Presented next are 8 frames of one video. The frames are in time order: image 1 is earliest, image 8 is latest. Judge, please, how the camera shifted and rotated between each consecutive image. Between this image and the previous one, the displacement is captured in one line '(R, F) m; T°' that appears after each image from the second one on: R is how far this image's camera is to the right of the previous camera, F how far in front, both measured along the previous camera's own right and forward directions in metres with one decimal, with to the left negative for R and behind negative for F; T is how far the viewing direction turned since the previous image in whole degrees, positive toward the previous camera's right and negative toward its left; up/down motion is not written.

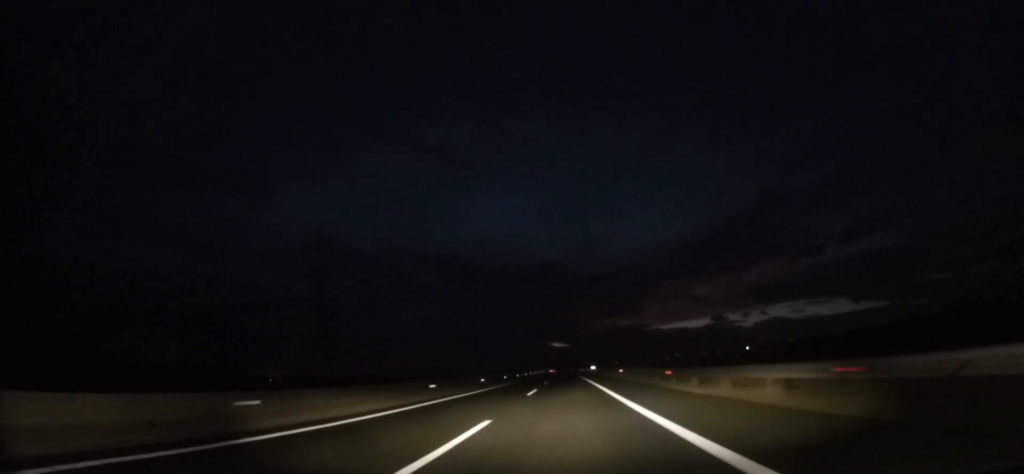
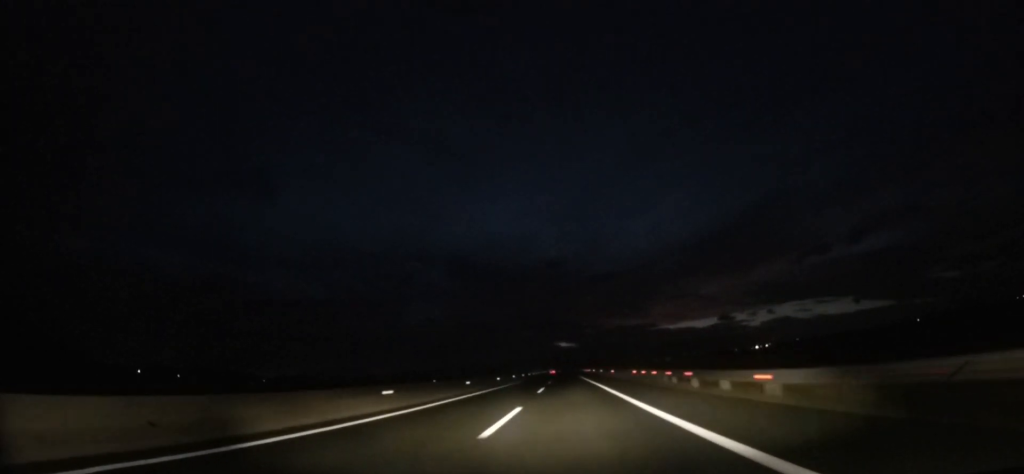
(-1.0, +104.9) m; 0°
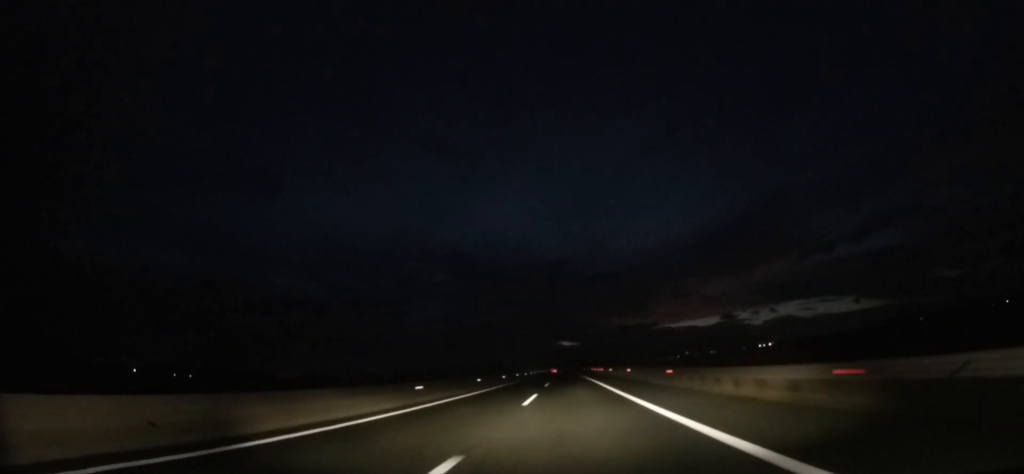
(+0.2, +30.0) m; 0°
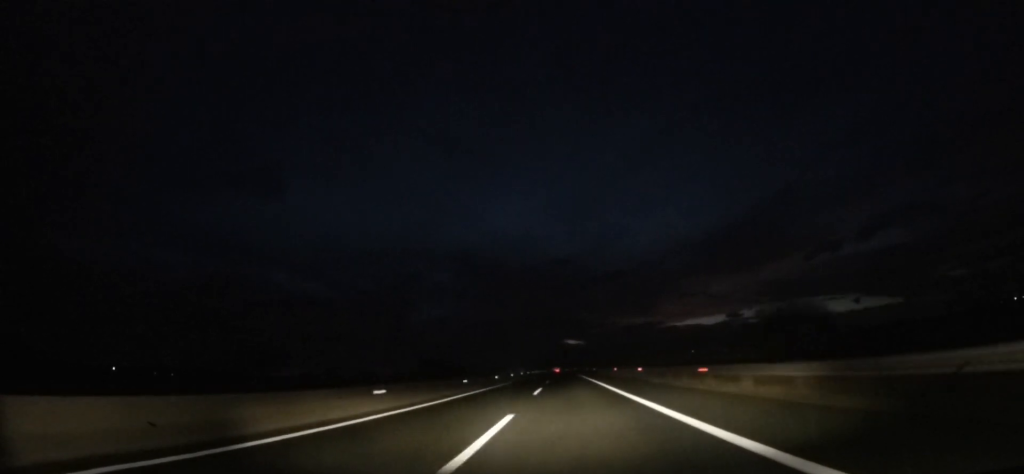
(-0.5, +106.3) m; -1°
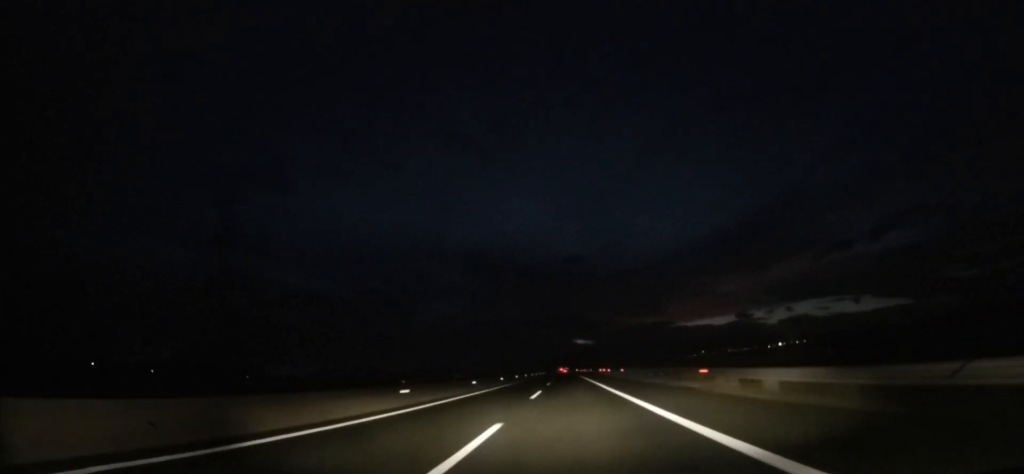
(-1.7, +113.4) m; -1°
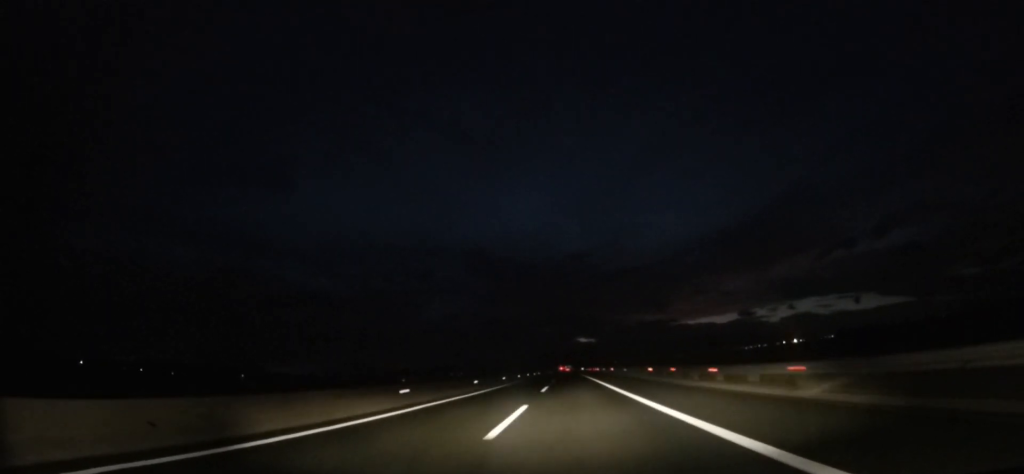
(0.0, +52.1) m; 0°
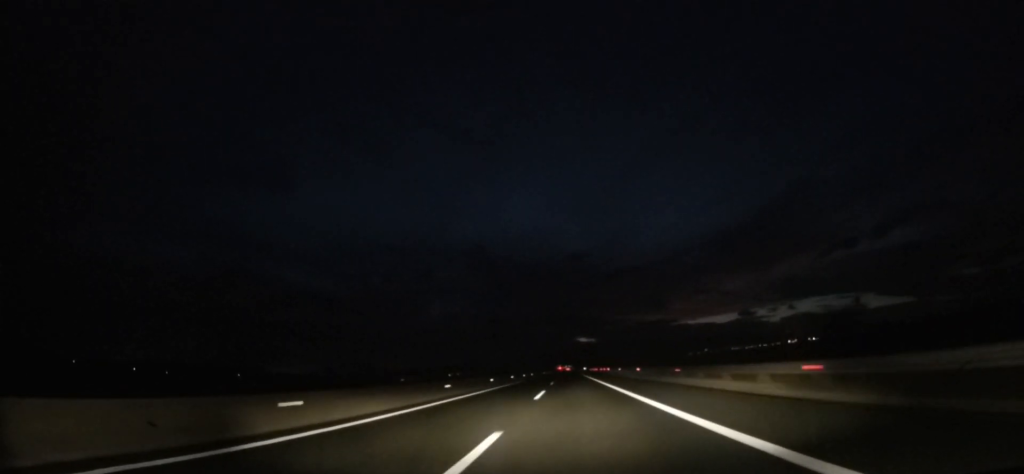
(0.0, +28.1) m; 0°
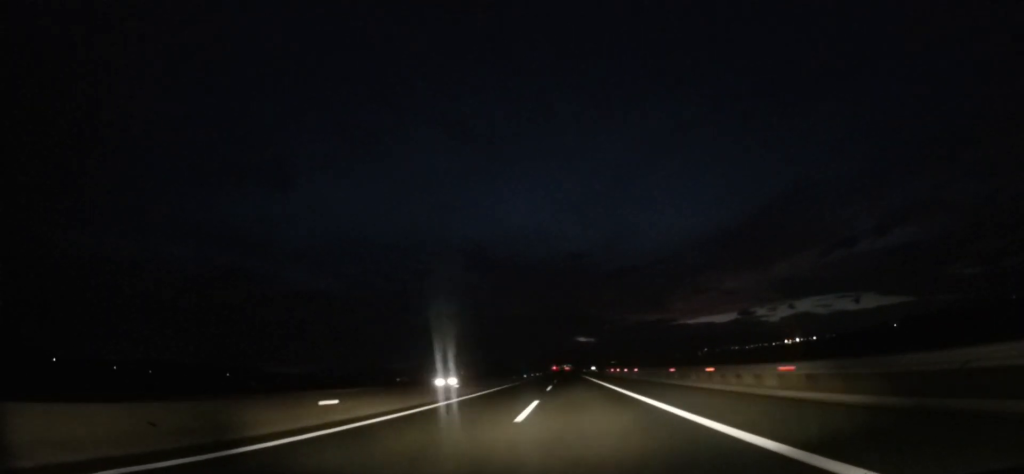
(+0.1, +74.0) m; 0°
